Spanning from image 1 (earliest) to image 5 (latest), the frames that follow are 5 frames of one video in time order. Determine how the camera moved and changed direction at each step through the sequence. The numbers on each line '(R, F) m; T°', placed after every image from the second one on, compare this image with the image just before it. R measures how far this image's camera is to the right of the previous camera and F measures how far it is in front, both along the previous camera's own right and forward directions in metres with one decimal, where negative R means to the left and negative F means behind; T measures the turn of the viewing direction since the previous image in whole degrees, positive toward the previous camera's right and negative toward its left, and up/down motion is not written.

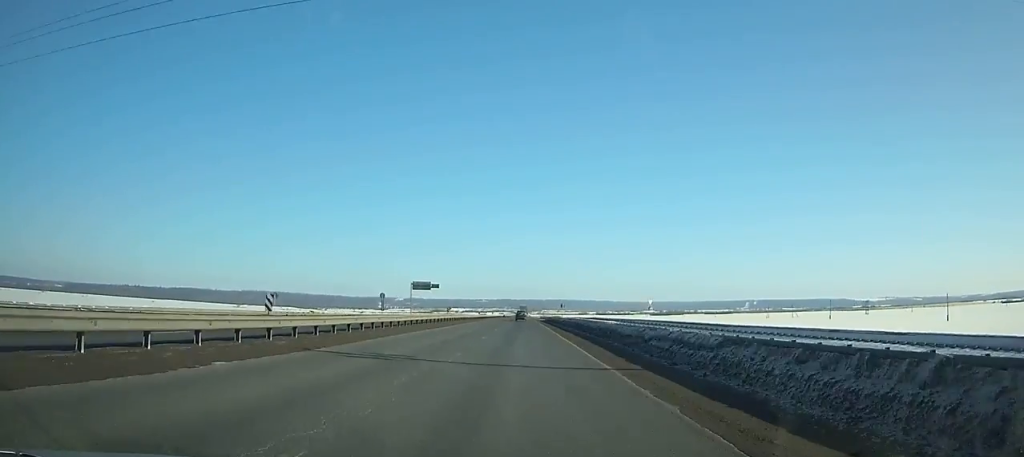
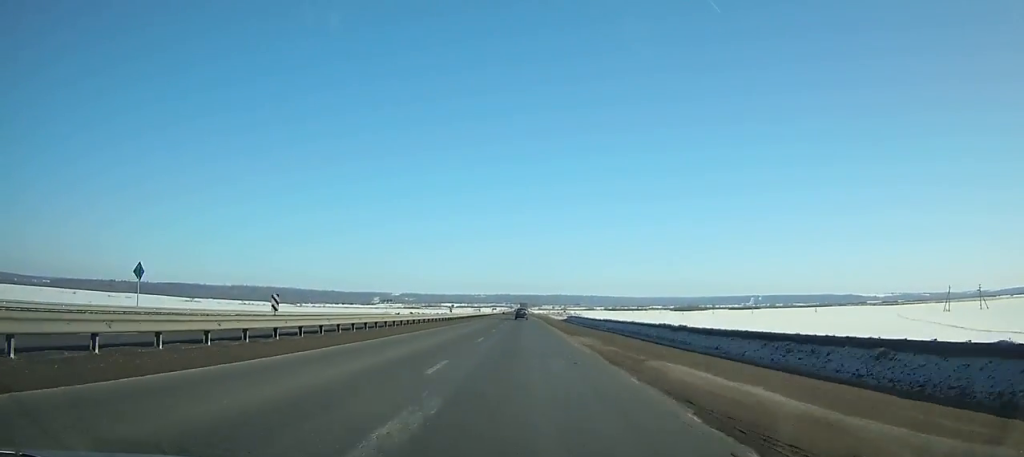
(-0.2, +159.2) m; 0°
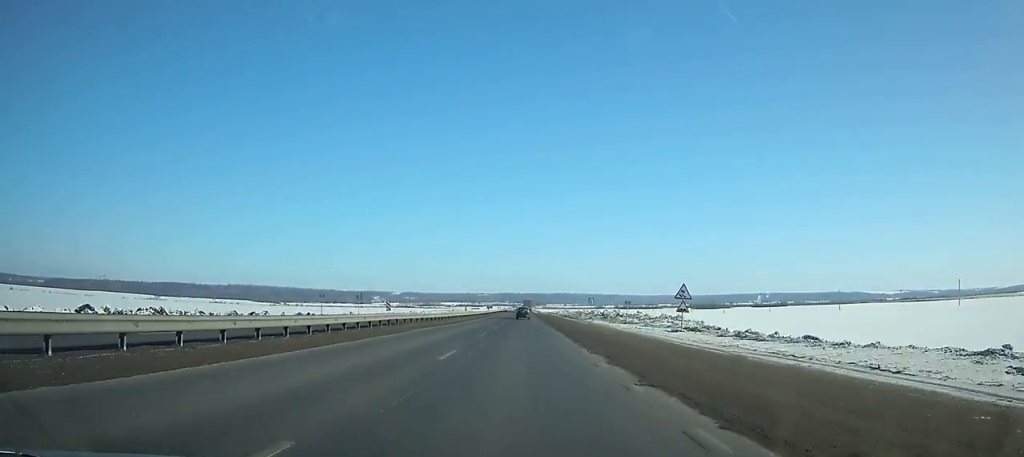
(-0.1, +104.7) m; 0°
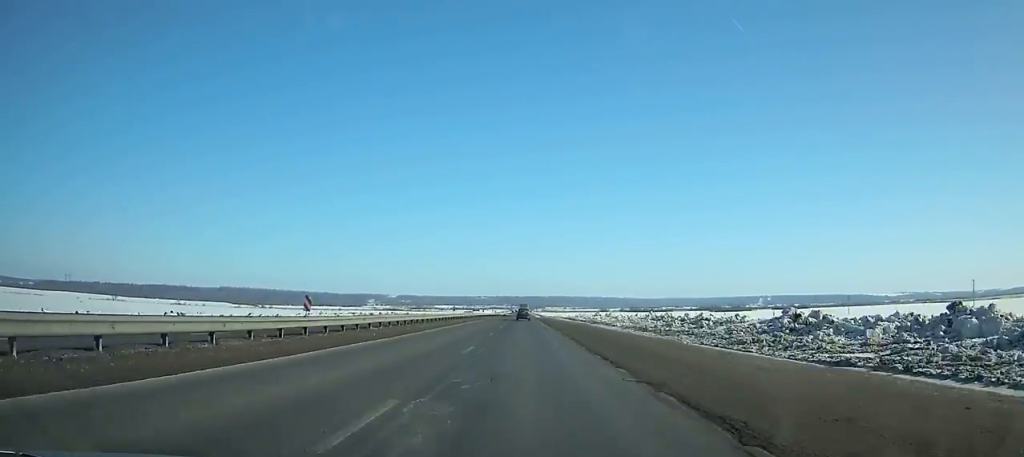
(+0.1, +93.9) m; 0°
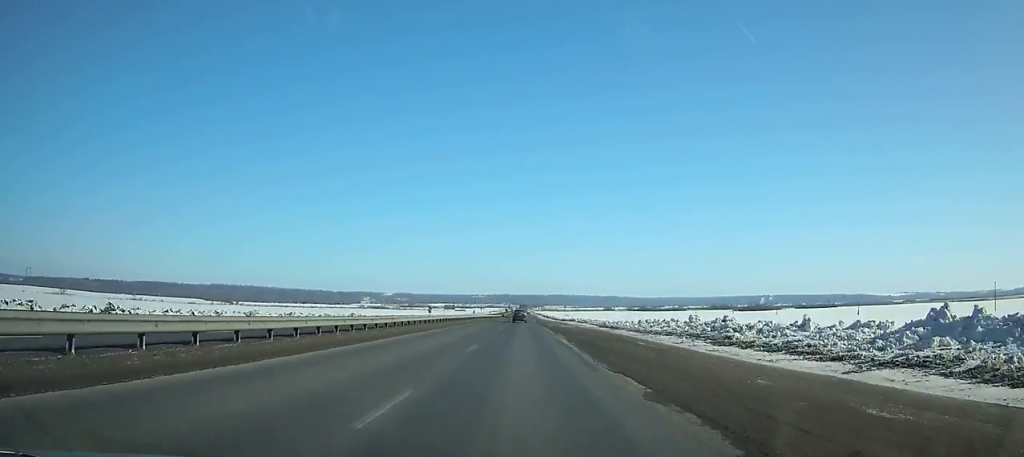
(+0.2, +95.9) m; 0°
